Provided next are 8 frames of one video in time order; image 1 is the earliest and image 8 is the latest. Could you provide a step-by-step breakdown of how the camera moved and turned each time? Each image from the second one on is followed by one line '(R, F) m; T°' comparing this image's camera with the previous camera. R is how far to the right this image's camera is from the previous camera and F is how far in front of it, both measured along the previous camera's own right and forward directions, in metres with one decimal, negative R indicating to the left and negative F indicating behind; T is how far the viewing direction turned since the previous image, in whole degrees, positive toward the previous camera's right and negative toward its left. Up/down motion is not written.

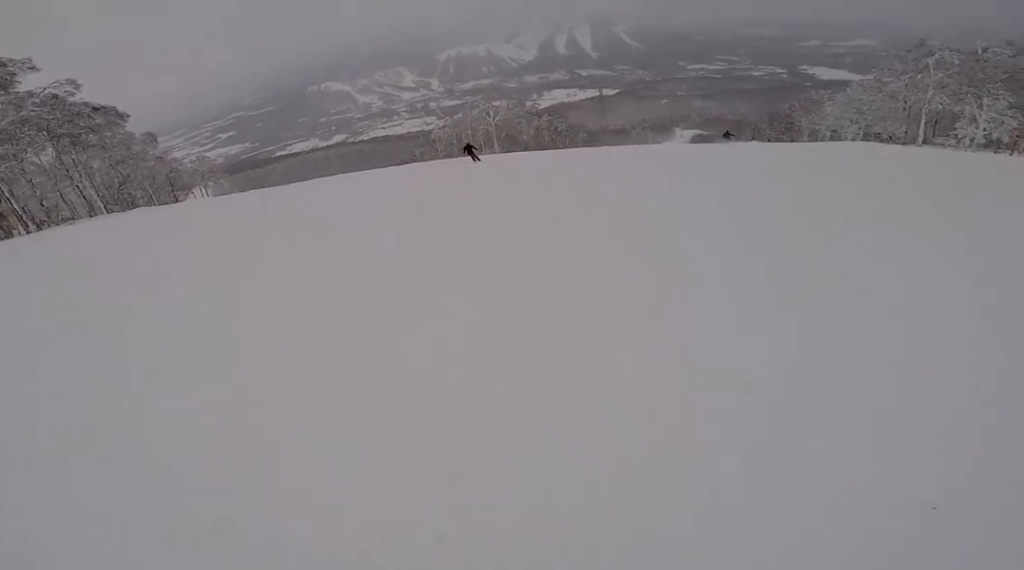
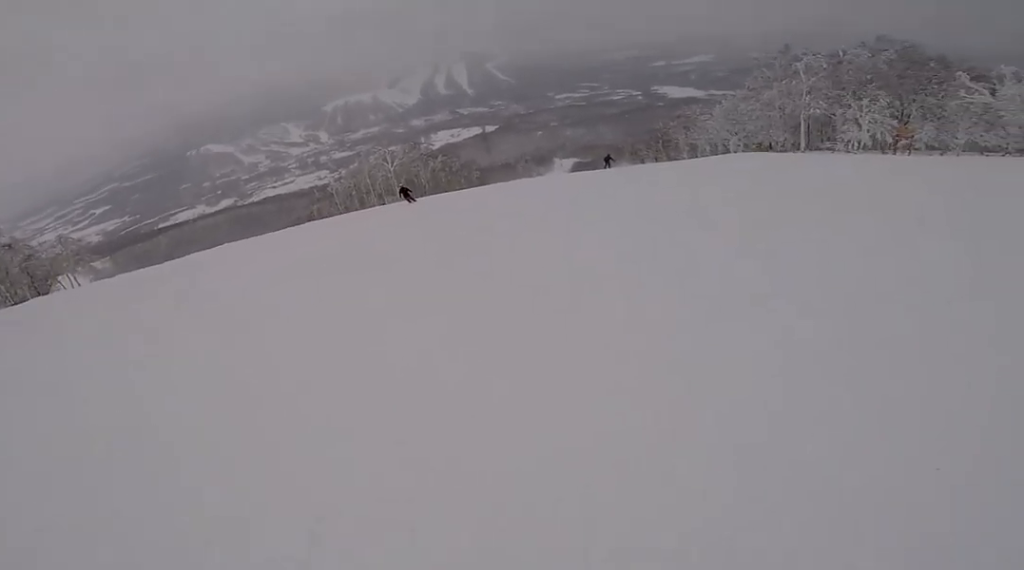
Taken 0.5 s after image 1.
(-0.1, +4.7) m; +12°
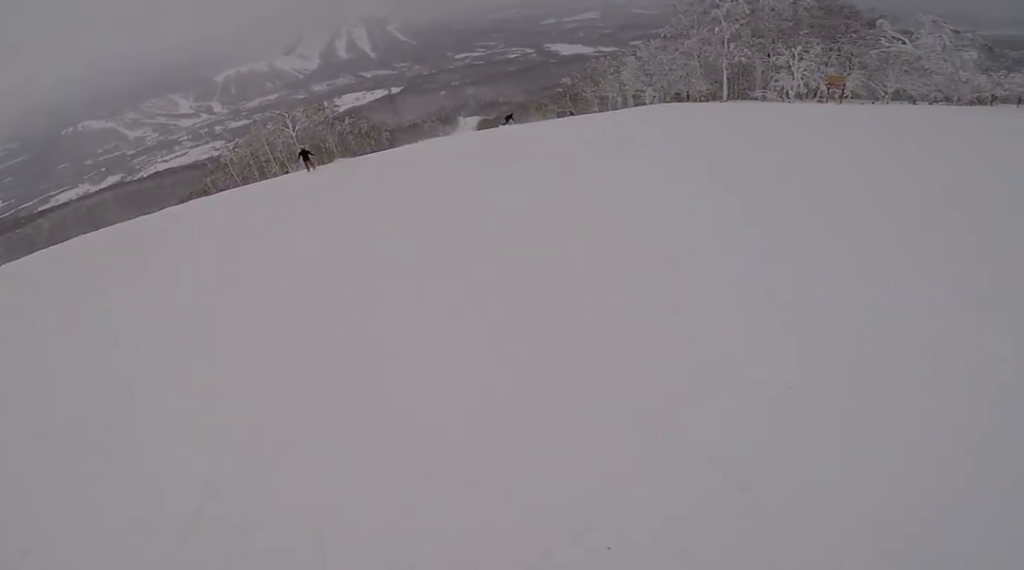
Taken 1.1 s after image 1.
(+0.7, +5.3) m; +15°
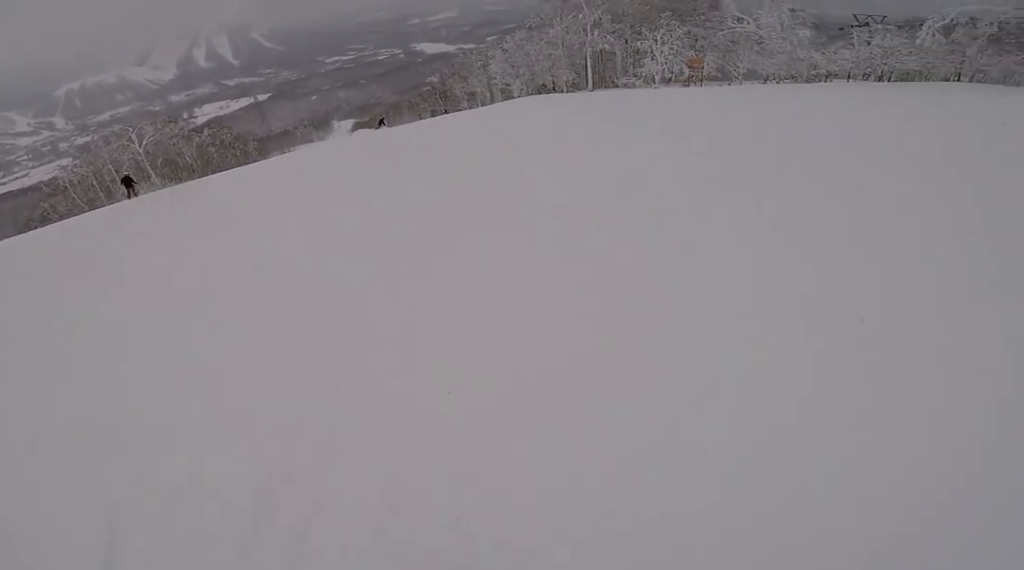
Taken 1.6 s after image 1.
(+0.9, +4.4) m; +13°
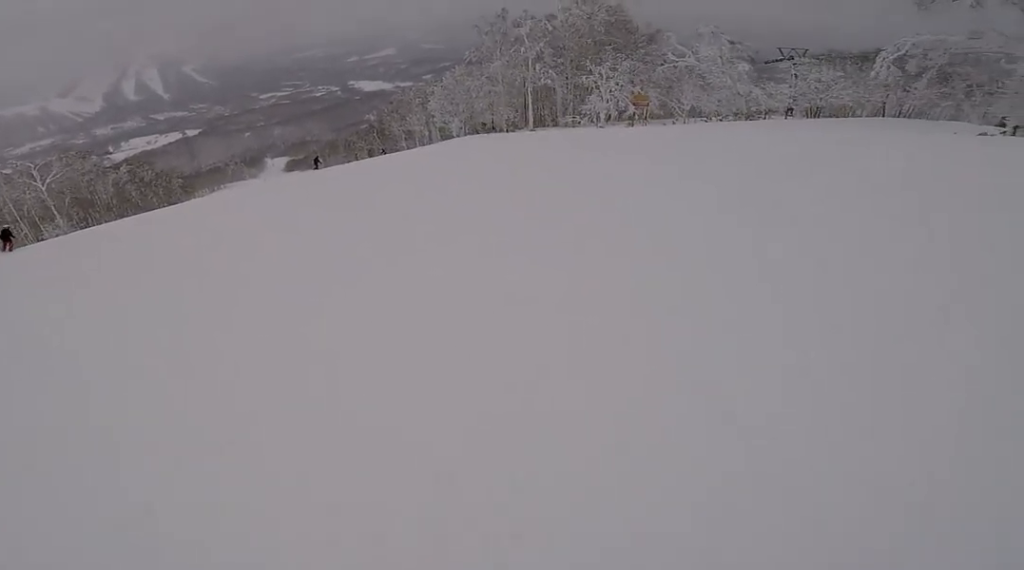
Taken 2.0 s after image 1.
(+0.4, +4.0) m; +6°
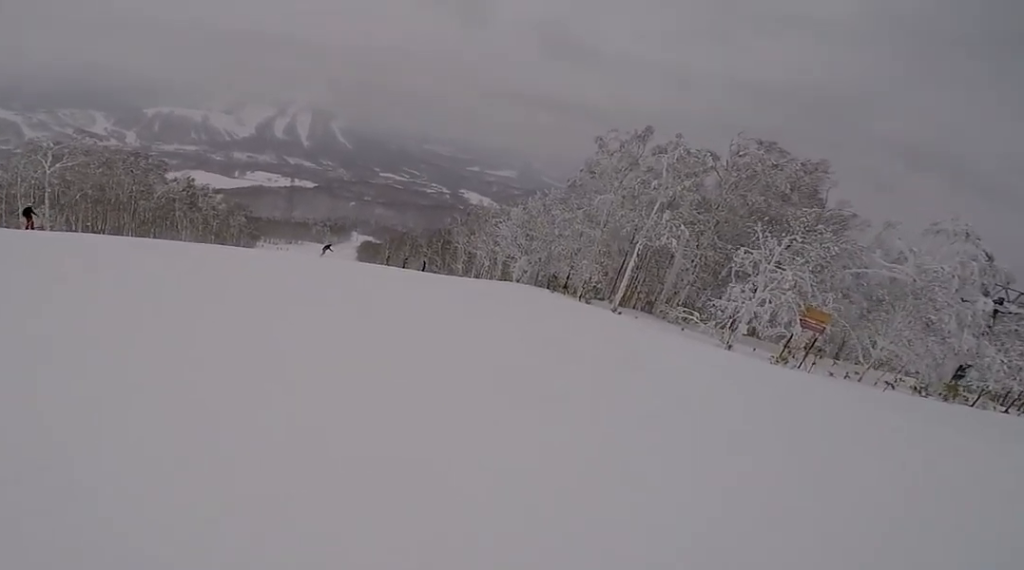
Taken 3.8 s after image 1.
(+0.4, +15.8) m; -11°
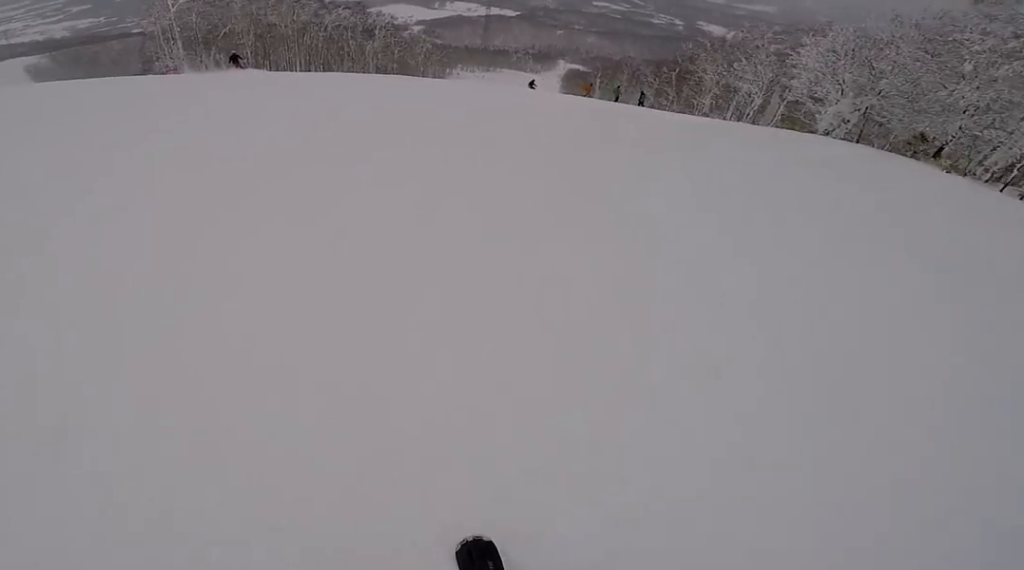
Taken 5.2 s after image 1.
(-3.9, +12.6) m; -32°
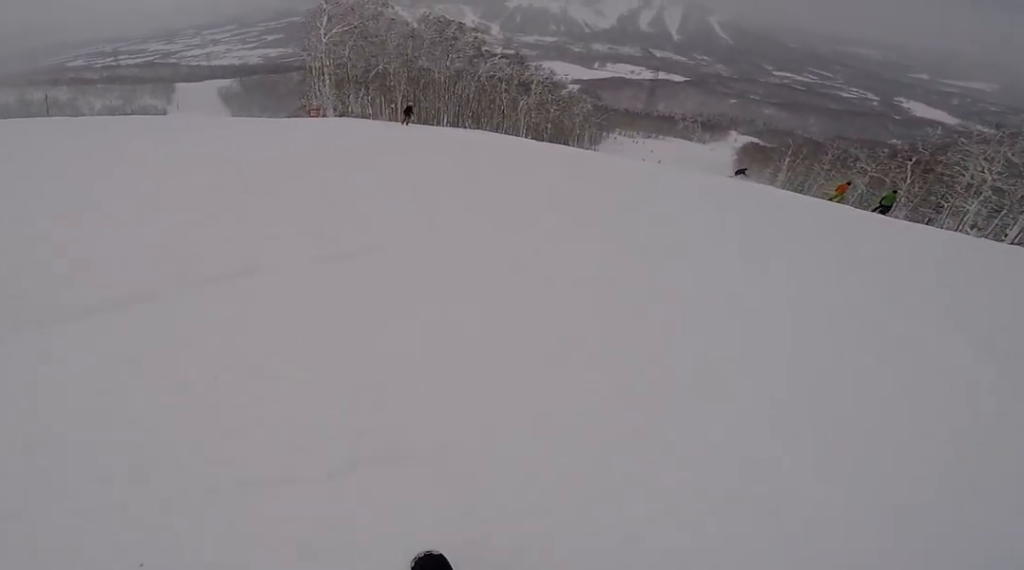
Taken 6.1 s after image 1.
(-1.3, +7.8) m; -9°
